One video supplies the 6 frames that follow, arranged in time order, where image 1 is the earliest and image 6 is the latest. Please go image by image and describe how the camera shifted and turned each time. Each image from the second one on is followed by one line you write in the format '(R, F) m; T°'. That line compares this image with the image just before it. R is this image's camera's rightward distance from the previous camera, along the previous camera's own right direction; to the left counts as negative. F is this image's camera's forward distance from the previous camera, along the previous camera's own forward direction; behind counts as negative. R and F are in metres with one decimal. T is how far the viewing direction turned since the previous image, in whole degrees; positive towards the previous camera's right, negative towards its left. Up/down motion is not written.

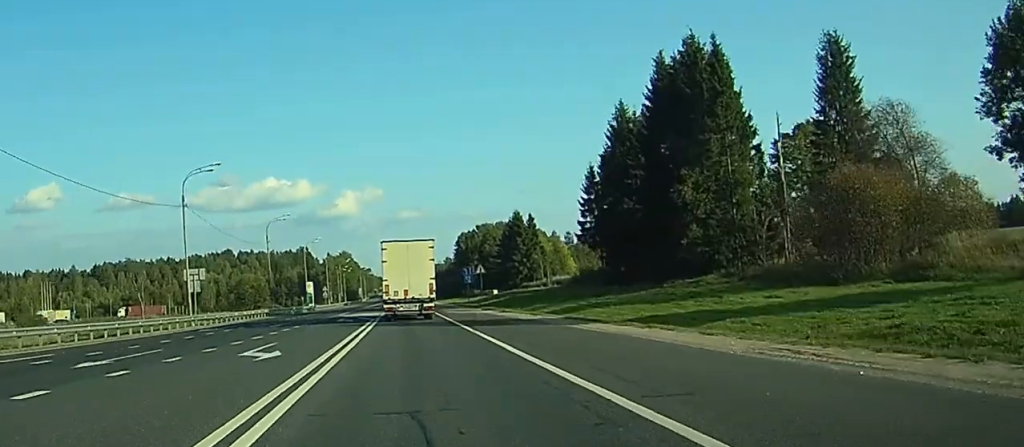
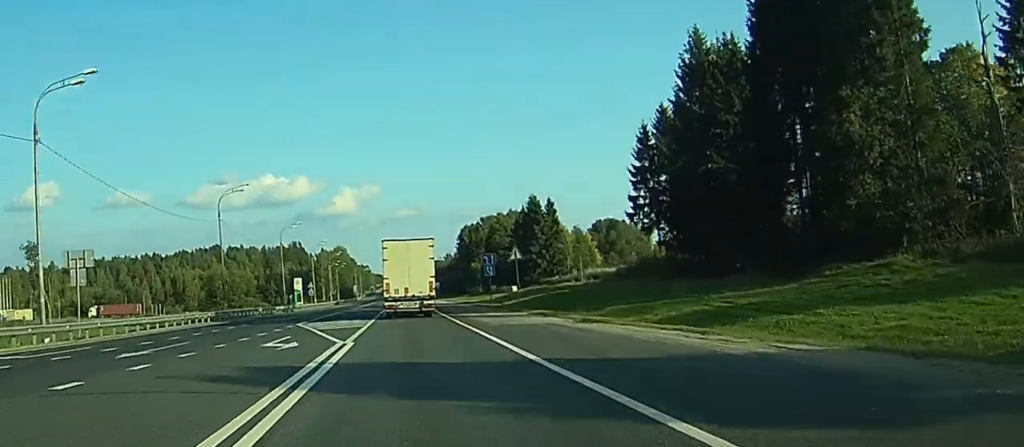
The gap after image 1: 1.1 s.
(+0.1, +27.0) m; 0°
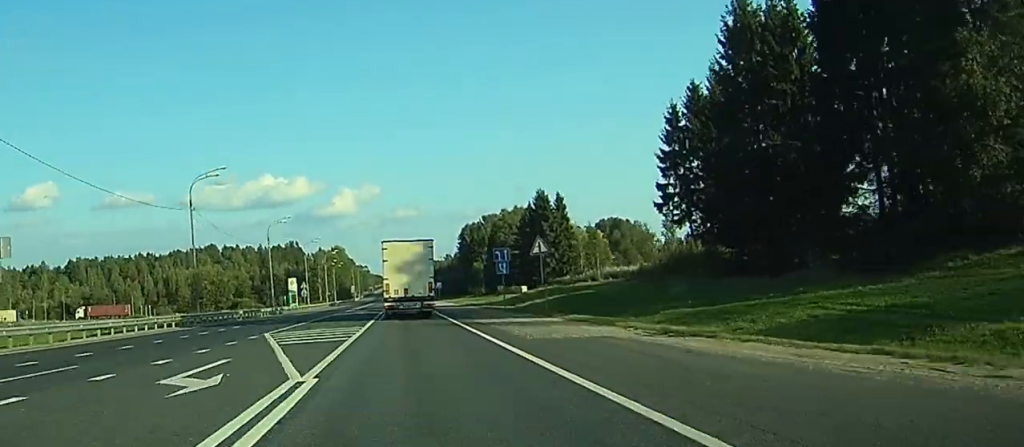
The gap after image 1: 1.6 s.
(0.0, +10.2) m; 0°
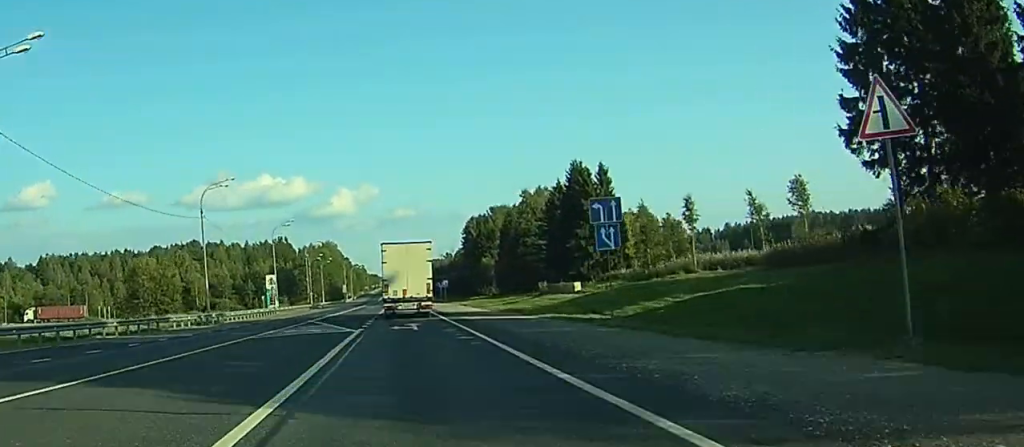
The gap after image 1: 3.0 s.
(+0.1, +34.6) m; 0°
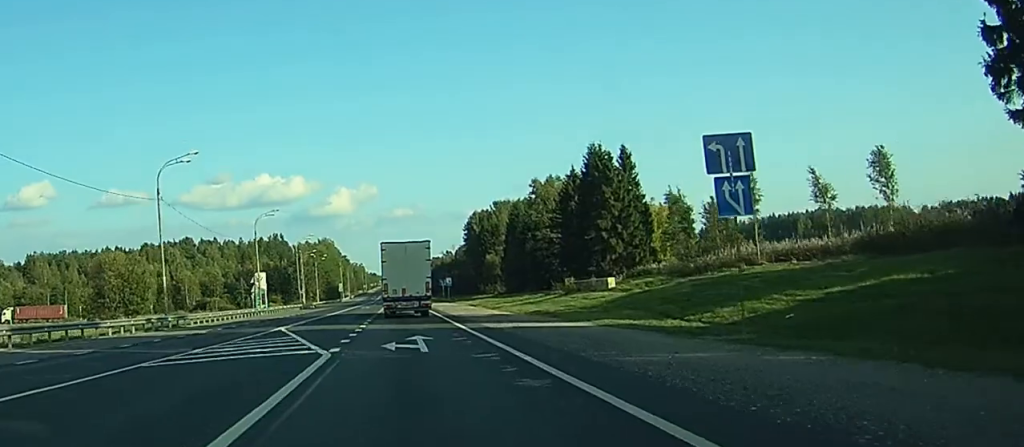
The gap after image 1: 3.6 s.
(0.0, +12.6) m; 0°
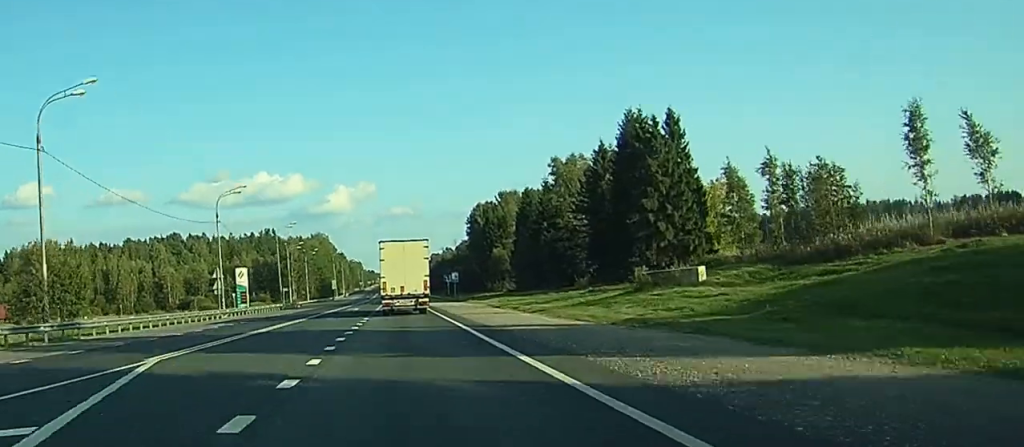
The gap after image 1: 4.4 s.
(0.0, +19.8) m; 0°
